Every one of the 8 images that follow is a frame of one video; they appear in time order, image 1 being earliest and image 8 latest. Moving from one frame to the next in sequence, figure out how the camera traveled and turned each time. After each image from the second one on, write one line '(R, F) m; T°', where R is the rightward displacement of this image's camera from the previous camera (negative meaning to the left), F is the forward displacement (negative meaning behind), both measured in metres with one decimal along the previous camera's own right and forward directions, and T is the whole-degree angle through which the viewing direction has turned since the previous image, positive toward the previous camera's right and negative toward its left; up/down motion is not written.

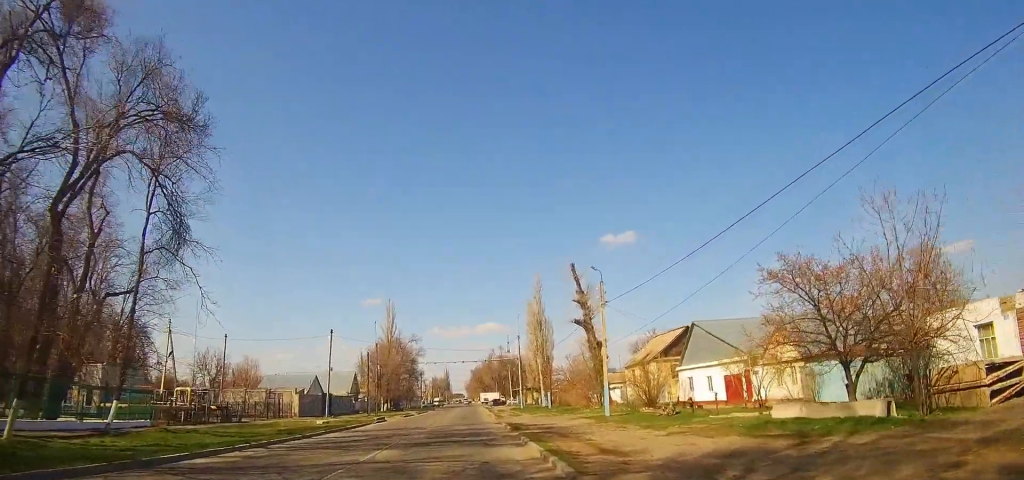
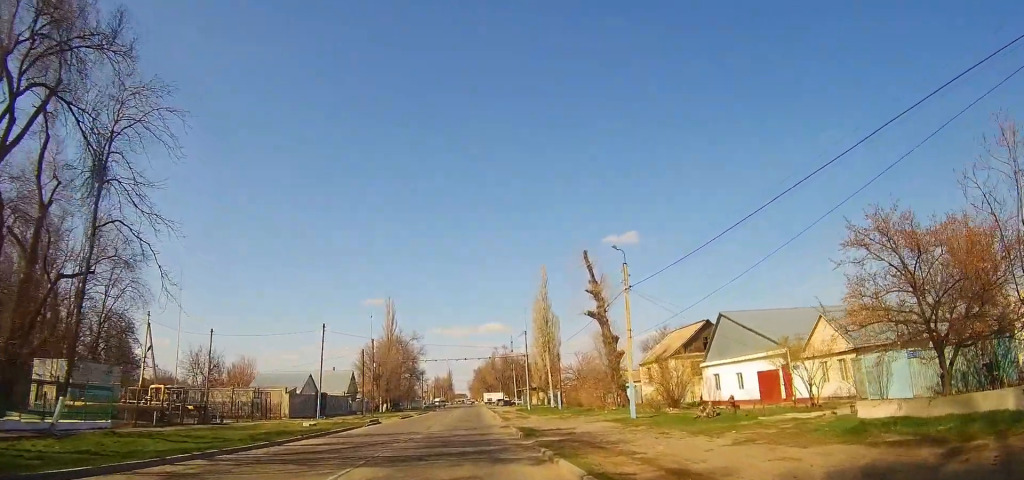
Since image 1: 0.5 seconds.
(0.0, +4.8) m; 0°
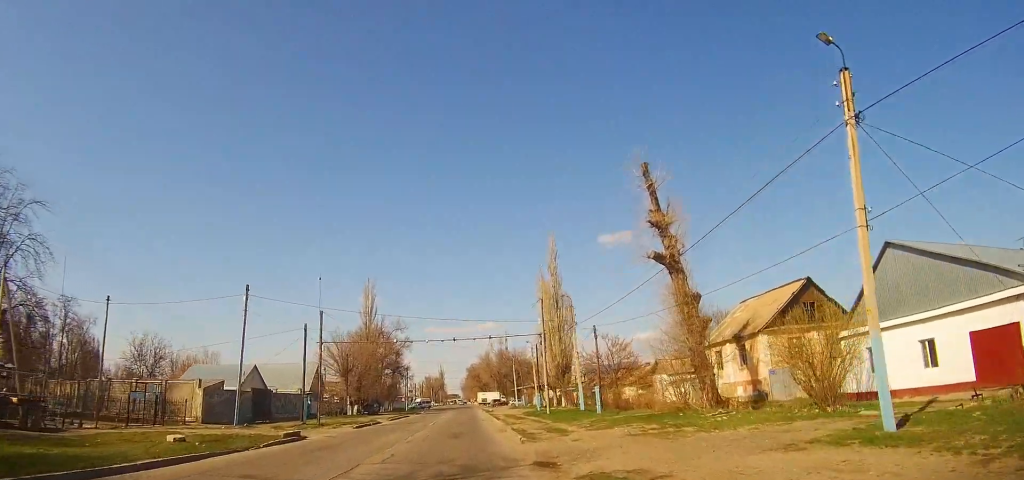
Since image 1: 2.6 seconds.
(-0.1, +18.9) m; 0°
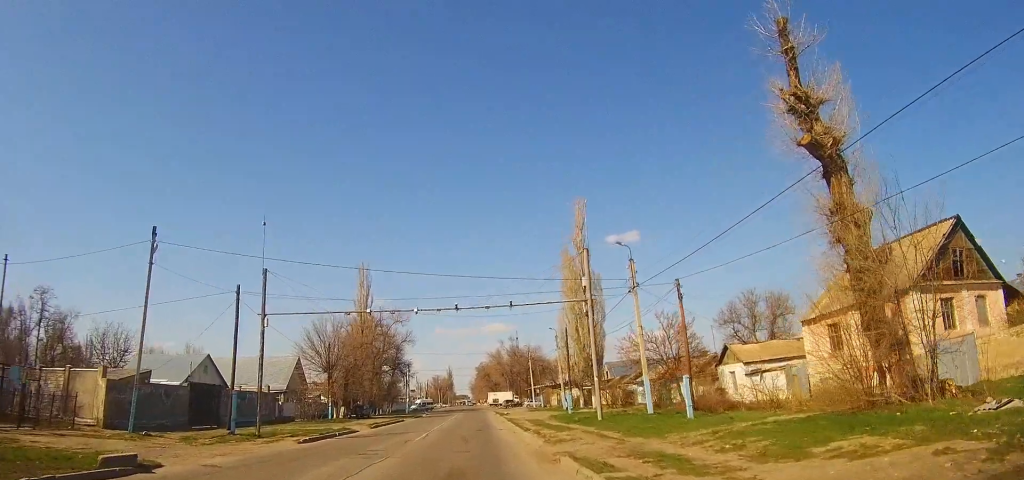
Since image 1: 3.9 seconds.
(+0.1, +13.7) m; 0°
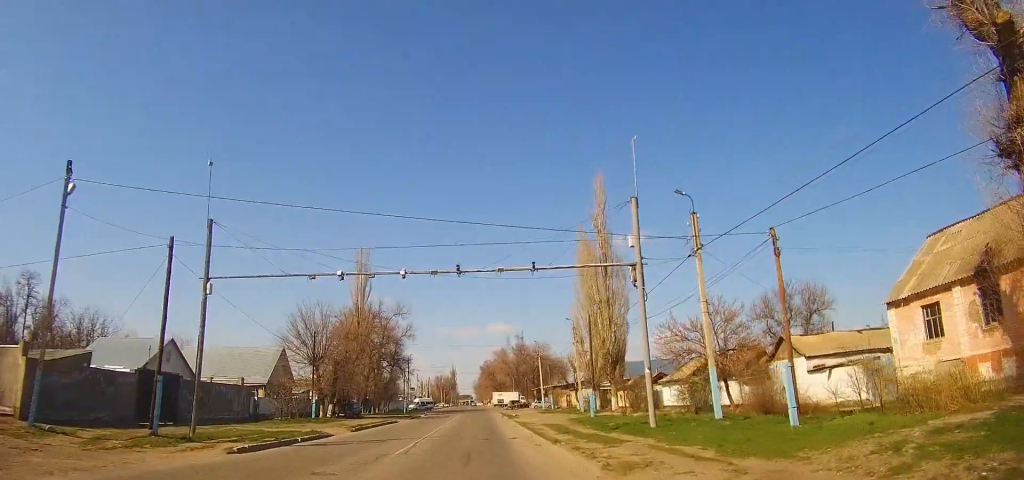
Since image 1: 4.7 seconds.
(0.0, +7.5) m; 0°
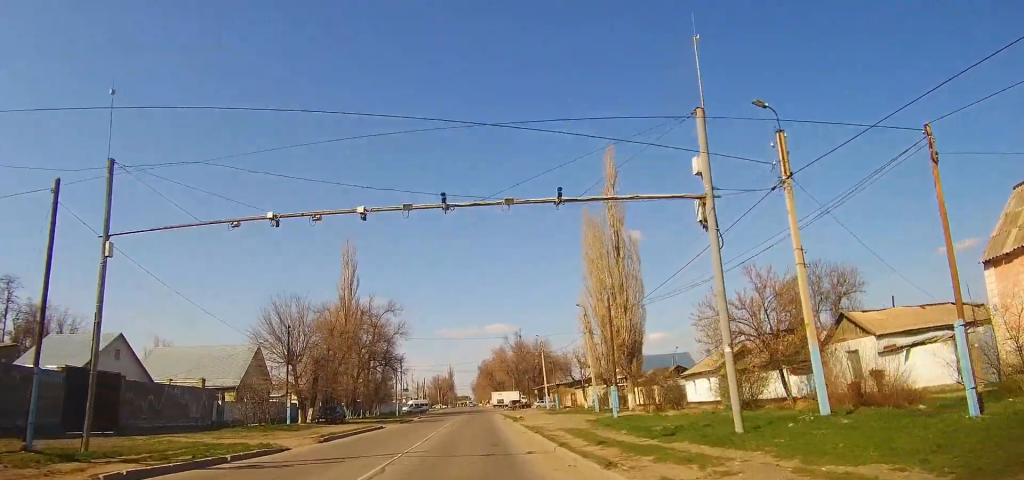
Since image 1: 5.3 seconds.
(-0.1, +6.6) m; 0°
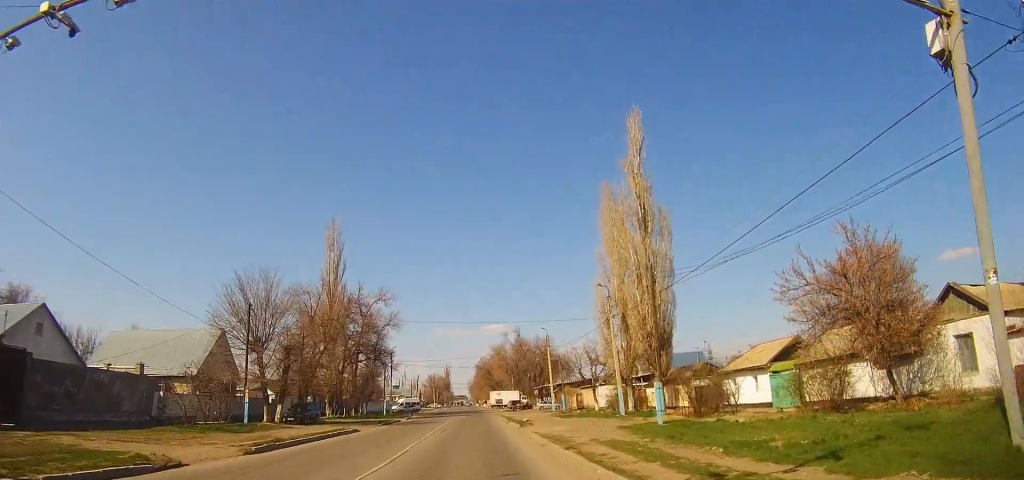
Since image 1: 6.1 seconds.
(+0.1, +8.3) m; 0°
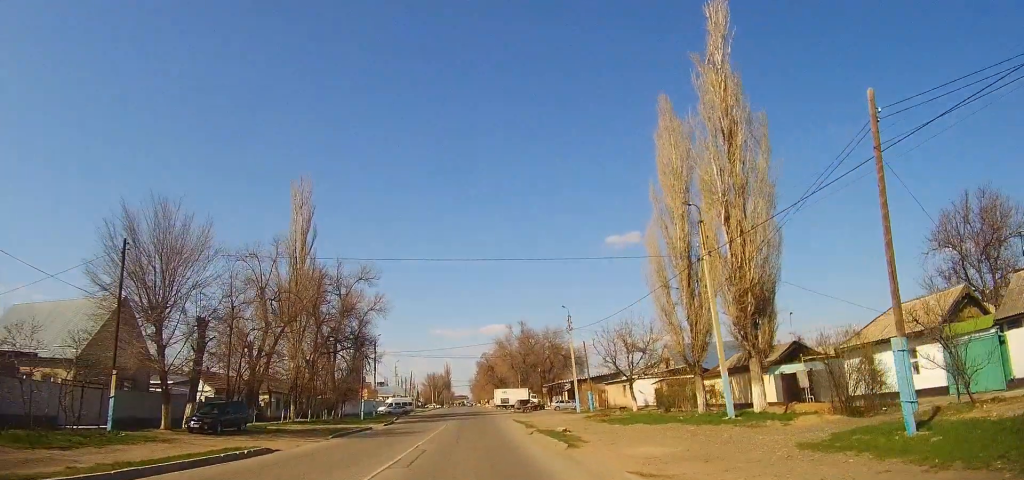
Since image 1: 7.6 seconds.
(+0.1, +15.1) m; 0°
